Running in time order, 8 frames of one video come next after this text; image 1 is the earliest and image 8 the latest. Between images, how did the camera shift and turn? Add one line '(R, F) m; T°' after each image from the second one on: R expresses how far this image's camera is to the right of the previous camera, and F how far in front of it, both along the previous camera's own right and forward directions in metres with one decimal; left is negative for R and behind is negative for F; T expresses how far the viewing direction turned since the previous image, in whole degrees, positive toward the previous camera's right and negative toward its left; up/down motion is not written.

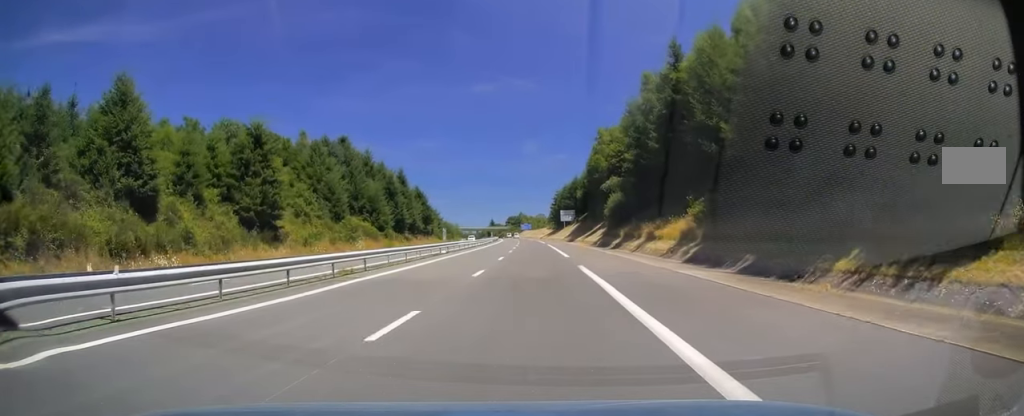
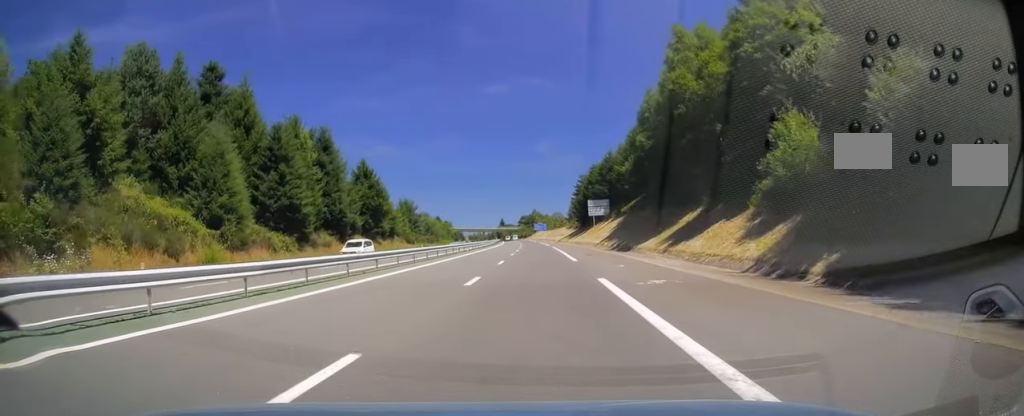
(-0.8, +55.3) m; -2°
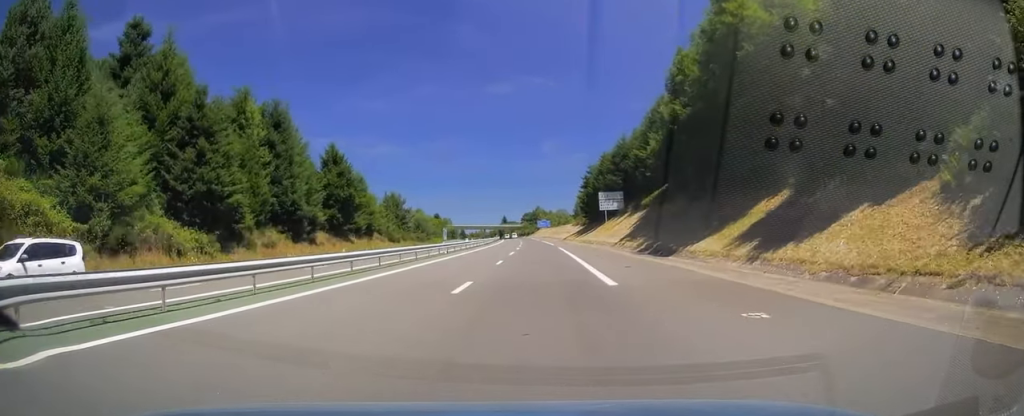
(-0.1, +15.7) m; 0°
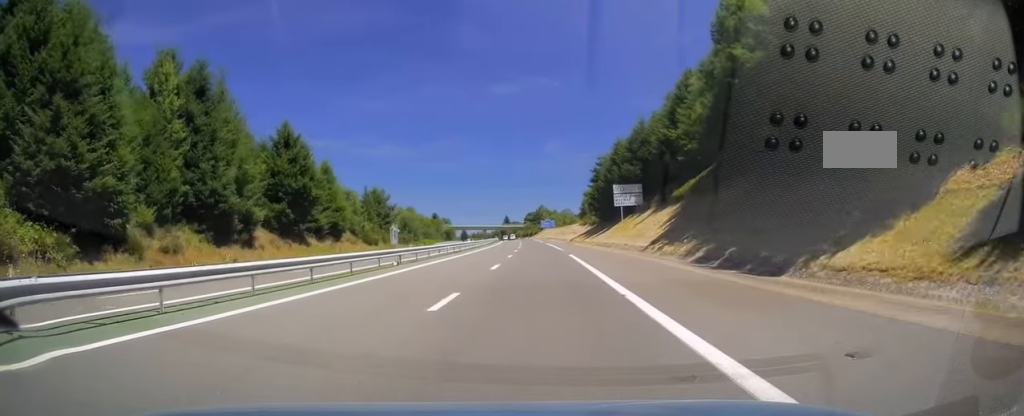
(0.0, +16.1) m; 0°
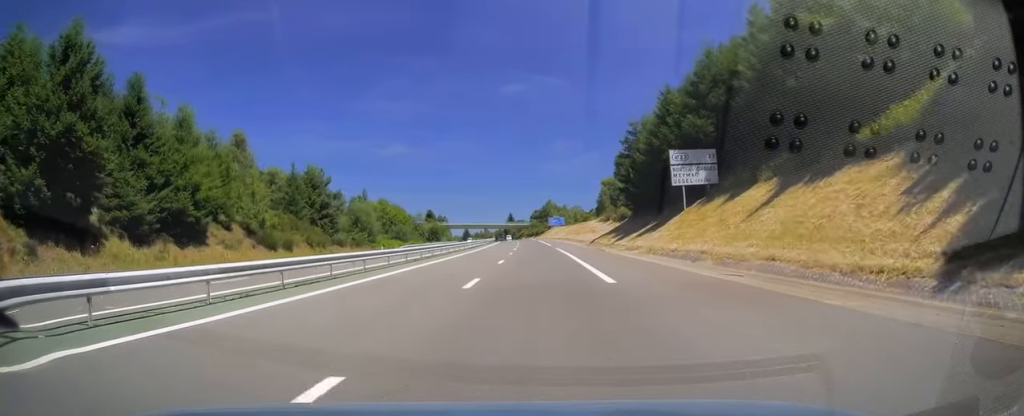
(0.0, +34.2) m; -1°
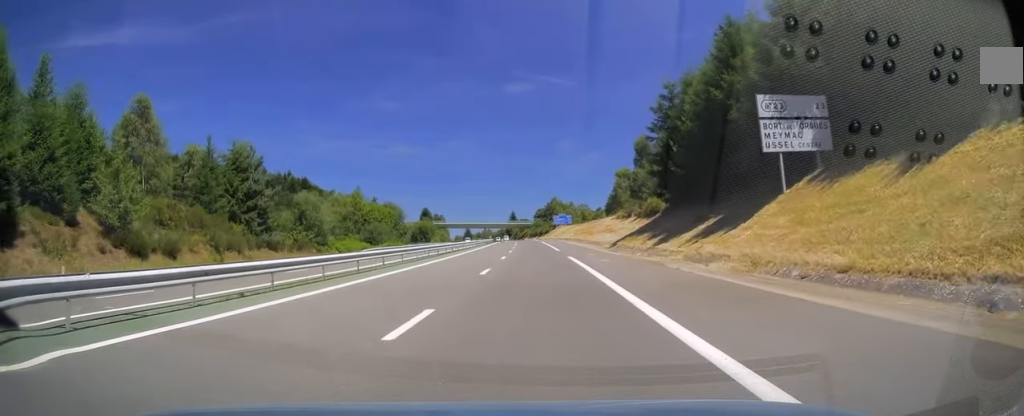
(-0.3, +20.5) m; -1°
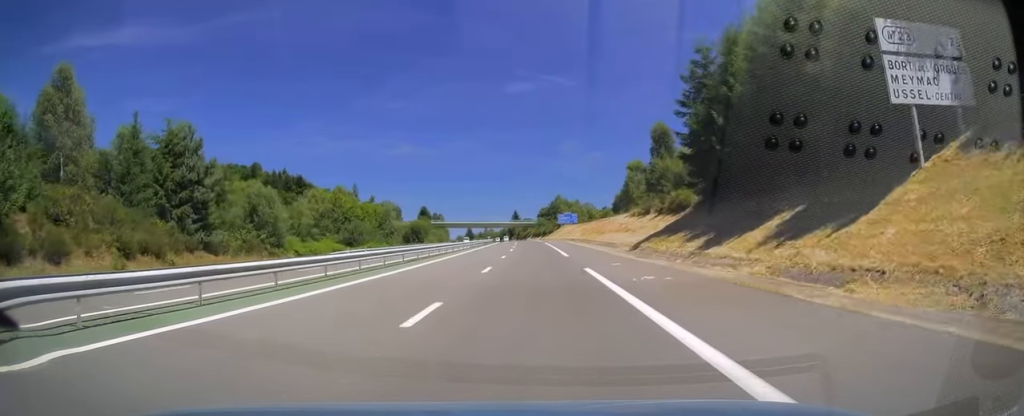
(0.0, +11.7) m; 0°
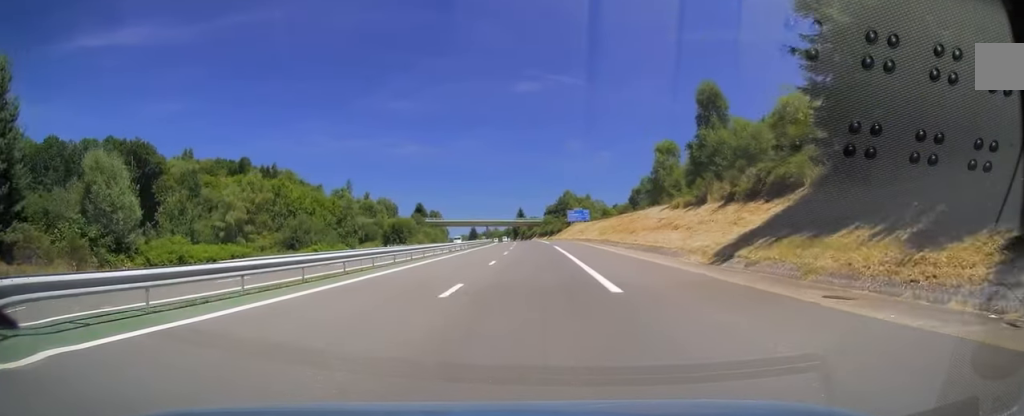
(0.0, +22.0) m; 0°
